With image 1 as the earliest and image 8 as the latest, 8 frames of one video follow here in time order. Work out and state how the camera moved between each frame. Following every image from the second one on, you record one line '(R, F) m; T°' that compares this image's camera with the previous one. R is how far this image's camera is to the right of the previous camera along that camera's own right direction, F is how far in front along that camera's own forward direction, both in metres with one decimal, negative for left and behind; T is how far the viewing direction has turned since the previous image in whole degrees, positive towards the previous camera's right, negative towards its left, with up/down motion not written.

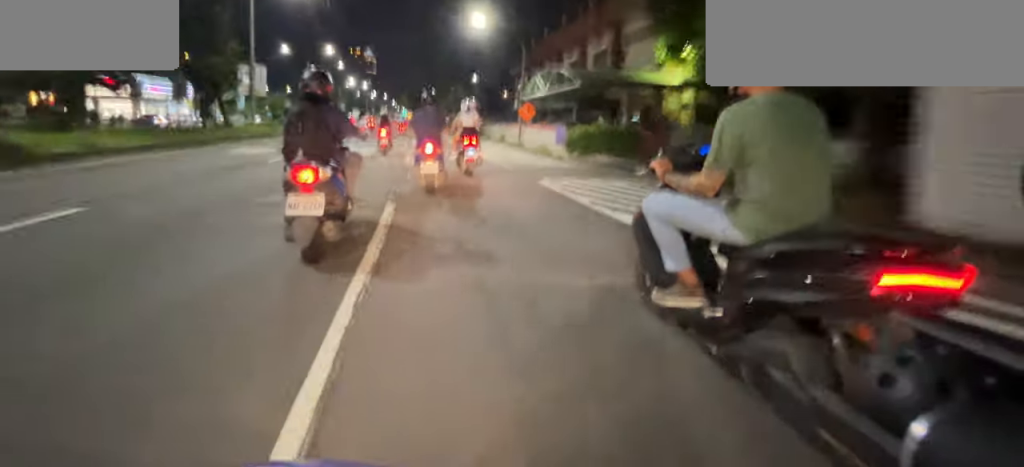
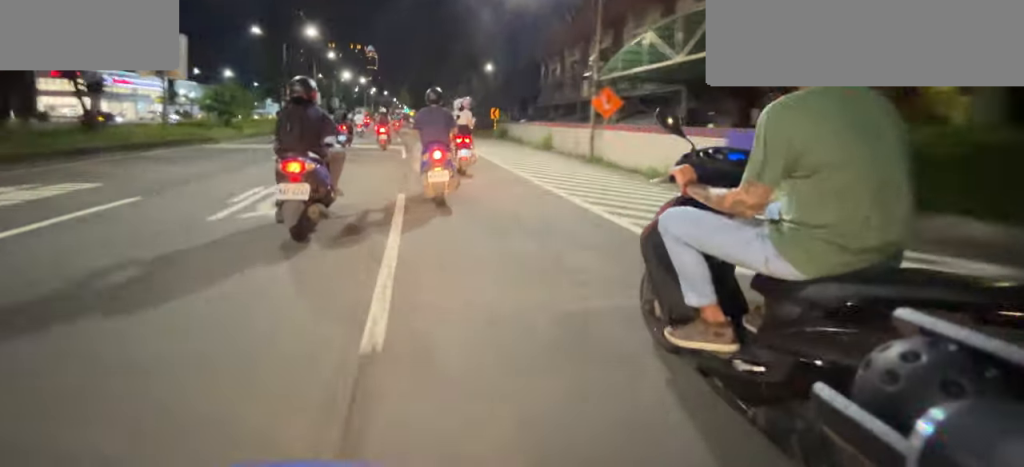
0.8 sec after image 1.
(-0.2, +9.1) m; -1°
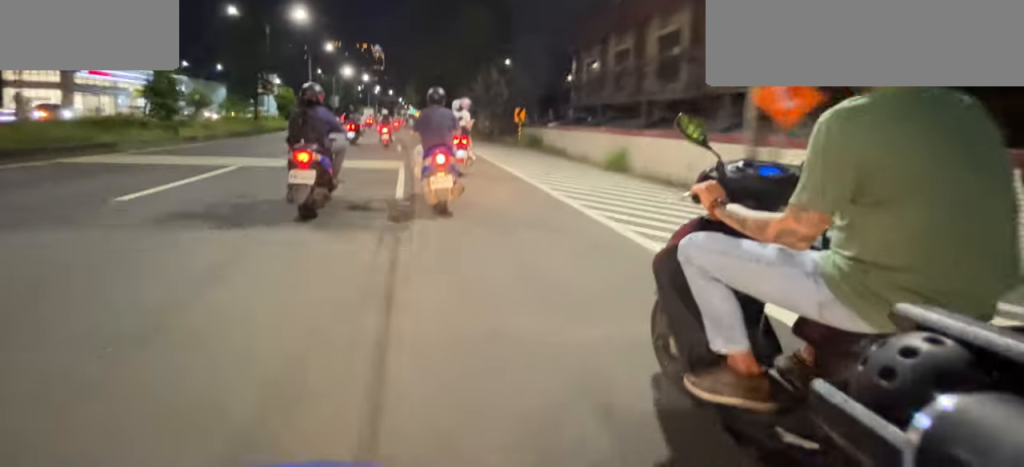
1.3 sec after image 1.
(0.0, +6.3) m; -1°
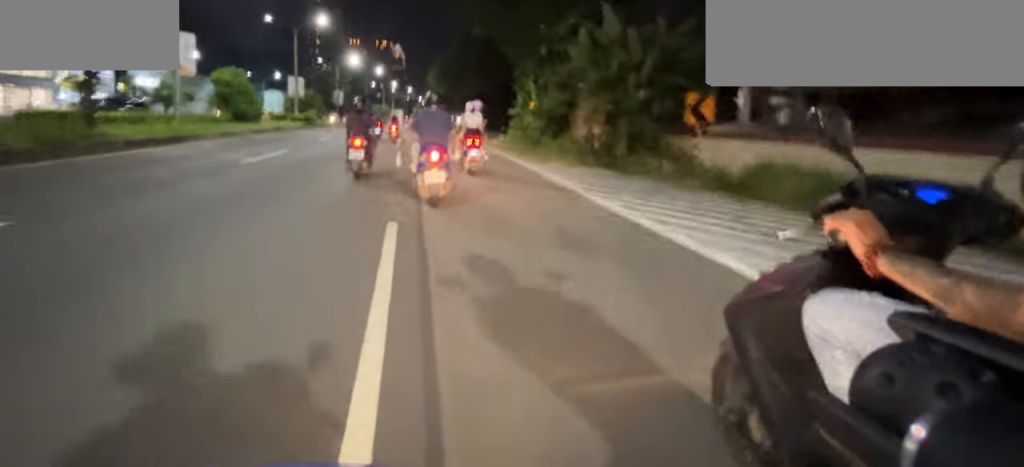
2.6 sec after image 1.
(-0.3, +16.2) m; -2°
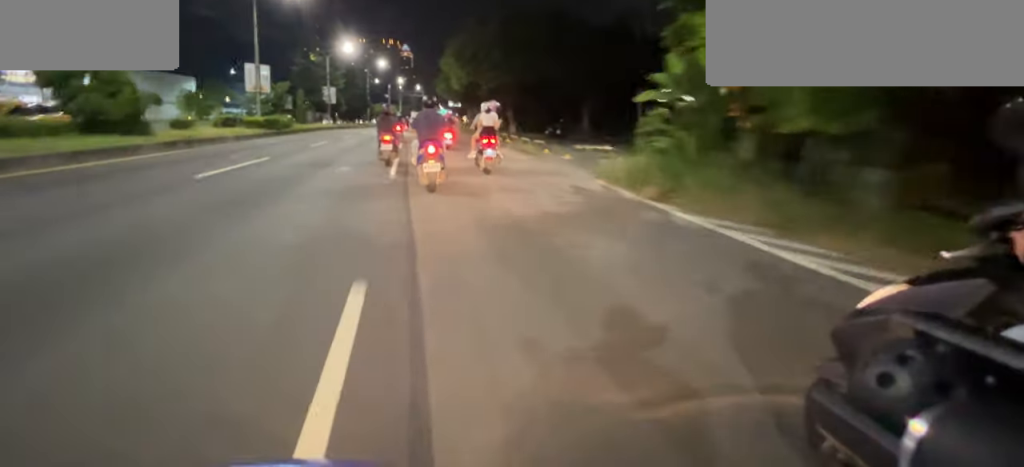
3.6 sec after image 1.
(0.0, +12.2) m; 0°
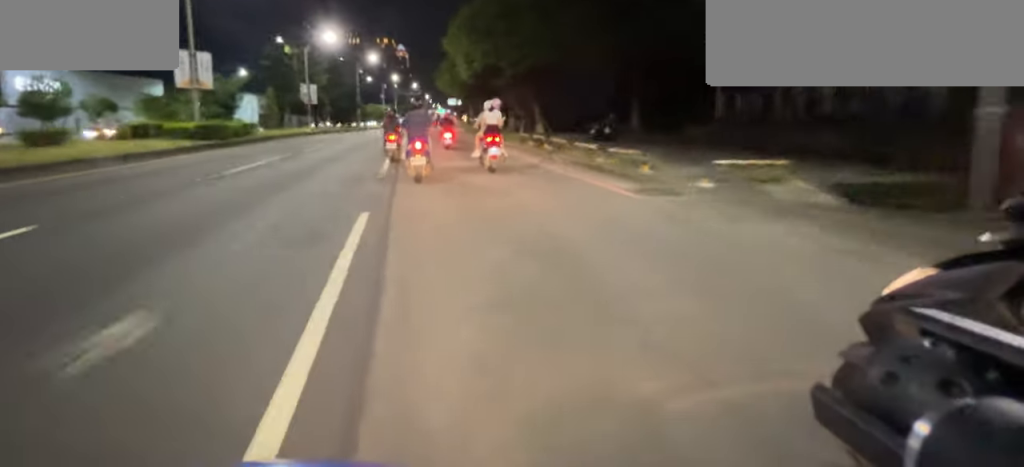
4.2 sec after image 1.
(0.0, +7.8) m; 0°
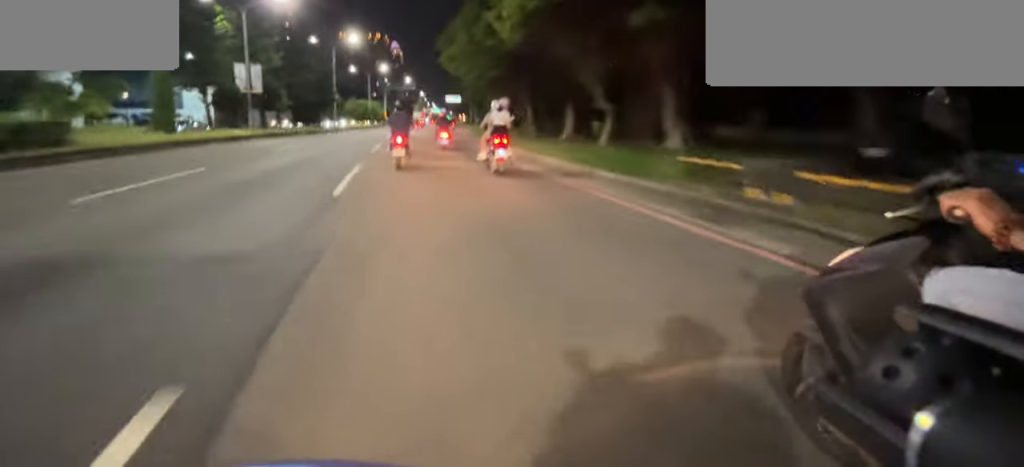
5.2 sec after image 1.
(+0.1, +13.4) m; +1°
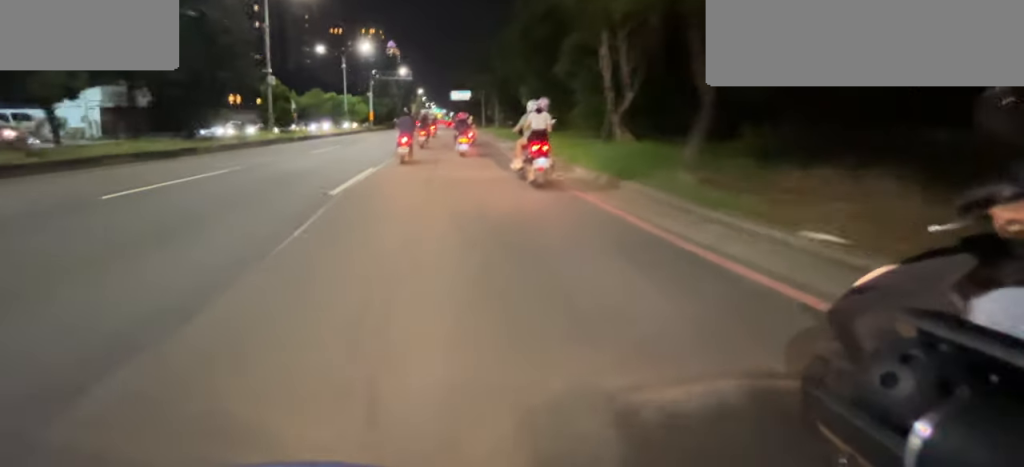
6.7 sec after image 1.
(+0.2, +20.9) m; +3°
